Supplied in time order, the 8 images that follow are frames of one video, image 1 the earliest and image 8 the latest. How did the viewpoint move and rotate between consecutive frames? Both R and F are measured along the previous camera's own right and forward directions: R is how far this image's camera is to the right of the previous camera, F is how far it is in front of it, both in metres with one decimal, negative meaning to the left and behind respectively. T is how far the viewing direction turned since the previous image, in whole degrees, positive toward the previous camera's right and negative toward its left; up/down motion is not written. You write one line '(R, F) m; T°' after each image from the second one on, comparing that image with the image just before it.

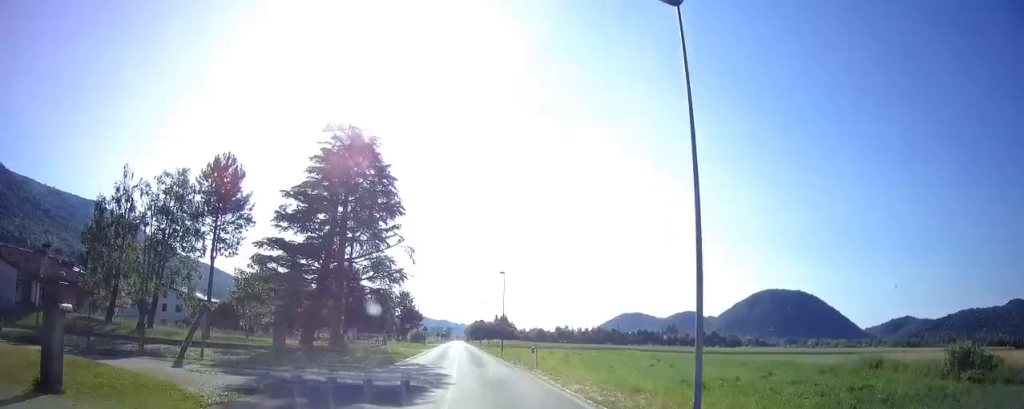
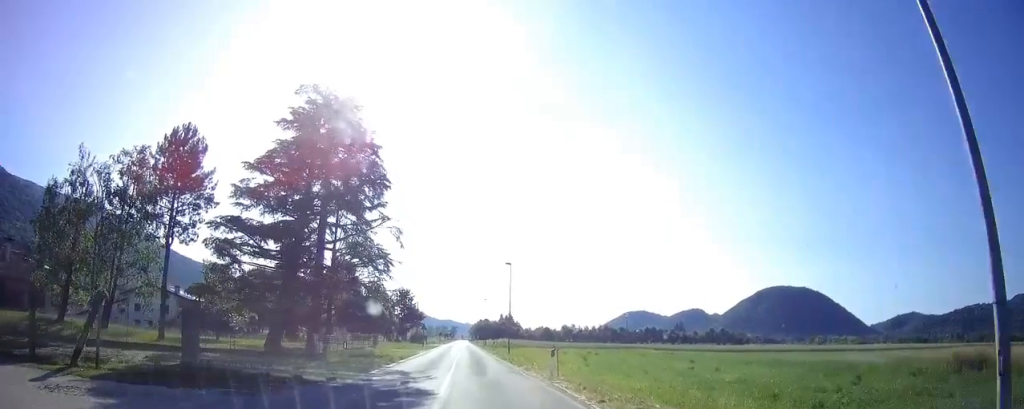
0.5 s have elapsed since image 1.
(0.0, +6.8) m; 0°
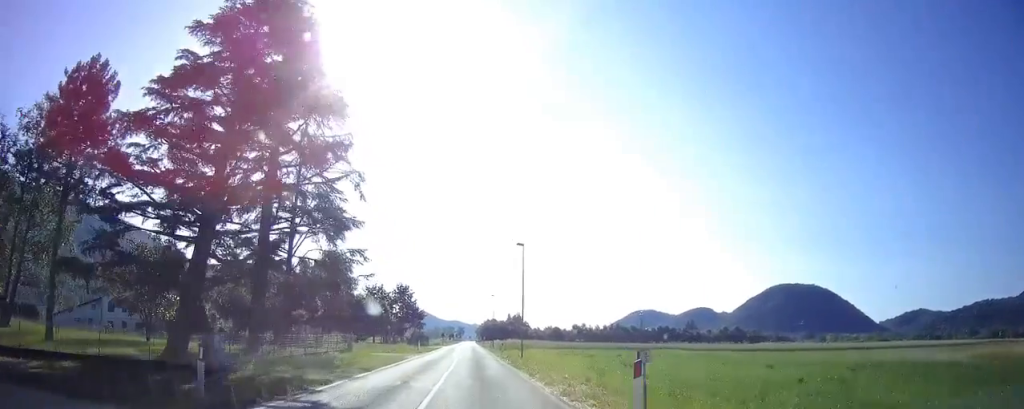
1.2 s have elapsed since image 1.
(0.0, +10.5) m; 0°
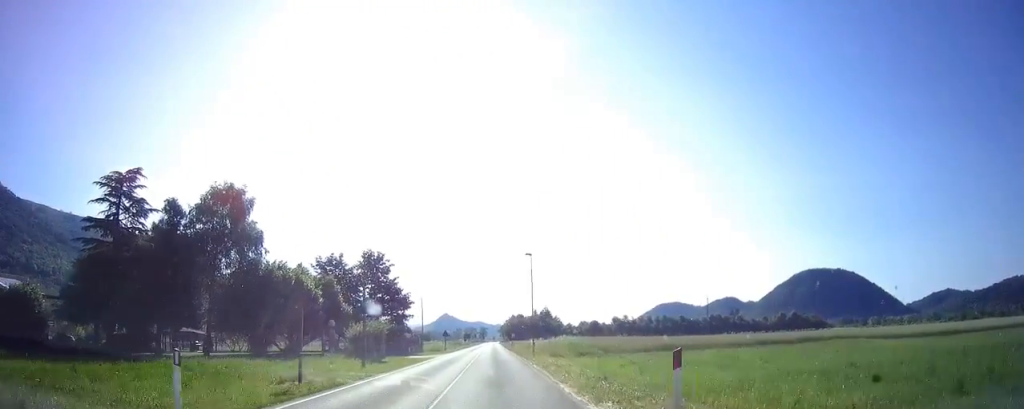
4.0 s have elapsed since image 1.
(+0.5, +41.3) m; 0°
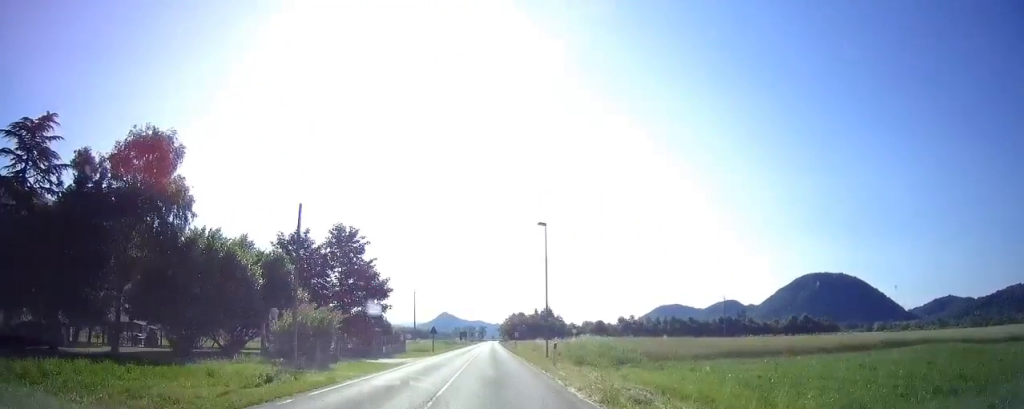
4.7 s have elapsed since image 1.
(-0.2, +12.0) m; -1°
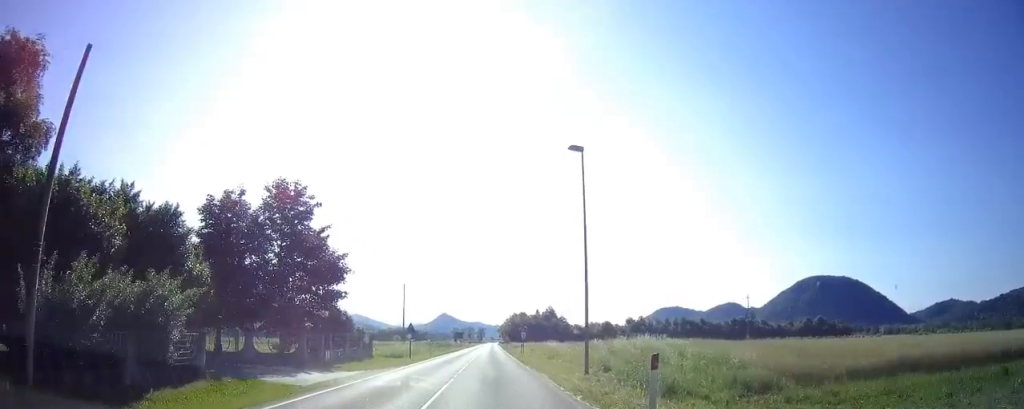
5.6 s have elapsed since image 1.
(0.0, +13.1) m; 0°
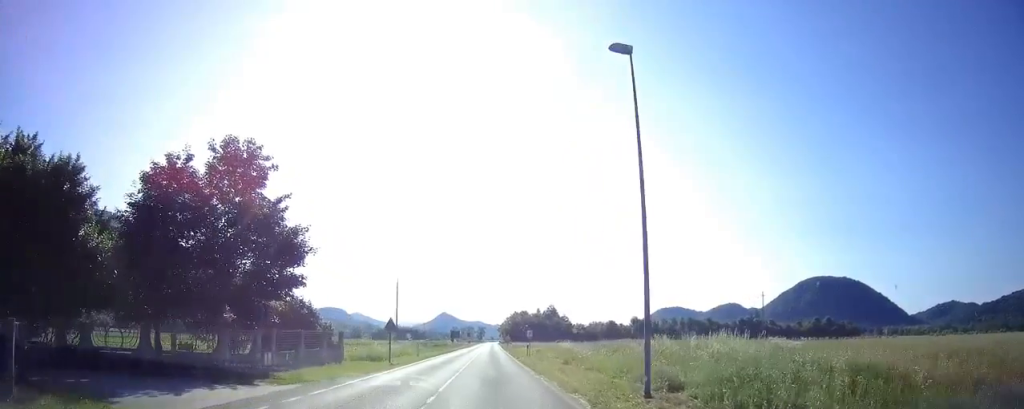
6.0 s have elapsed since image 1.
(0.0, +7.4) m; 0°
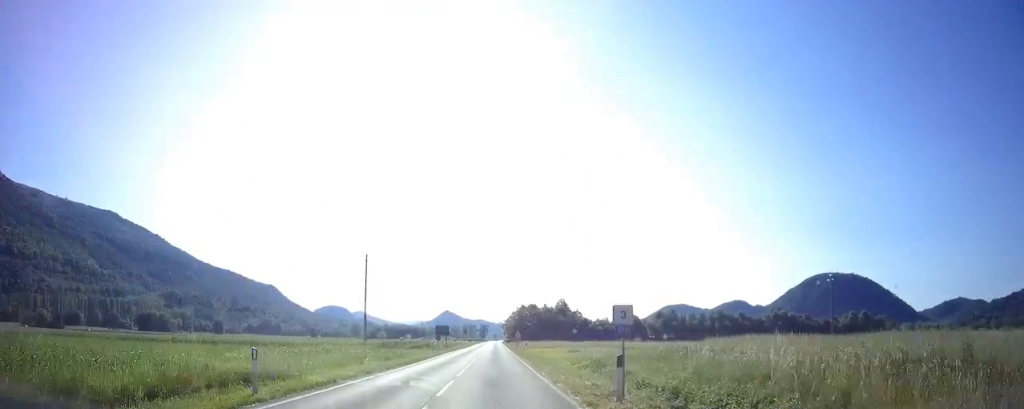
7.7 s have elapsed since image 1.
(0.0, +26.0) m; 0°
